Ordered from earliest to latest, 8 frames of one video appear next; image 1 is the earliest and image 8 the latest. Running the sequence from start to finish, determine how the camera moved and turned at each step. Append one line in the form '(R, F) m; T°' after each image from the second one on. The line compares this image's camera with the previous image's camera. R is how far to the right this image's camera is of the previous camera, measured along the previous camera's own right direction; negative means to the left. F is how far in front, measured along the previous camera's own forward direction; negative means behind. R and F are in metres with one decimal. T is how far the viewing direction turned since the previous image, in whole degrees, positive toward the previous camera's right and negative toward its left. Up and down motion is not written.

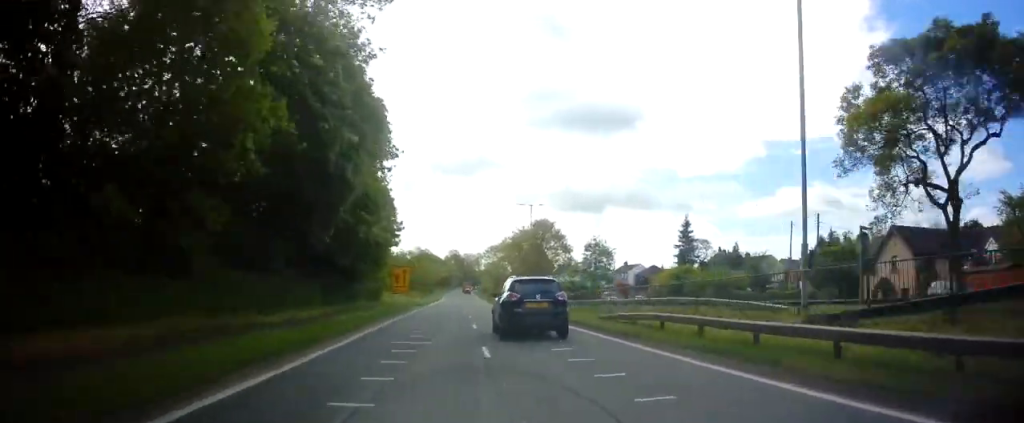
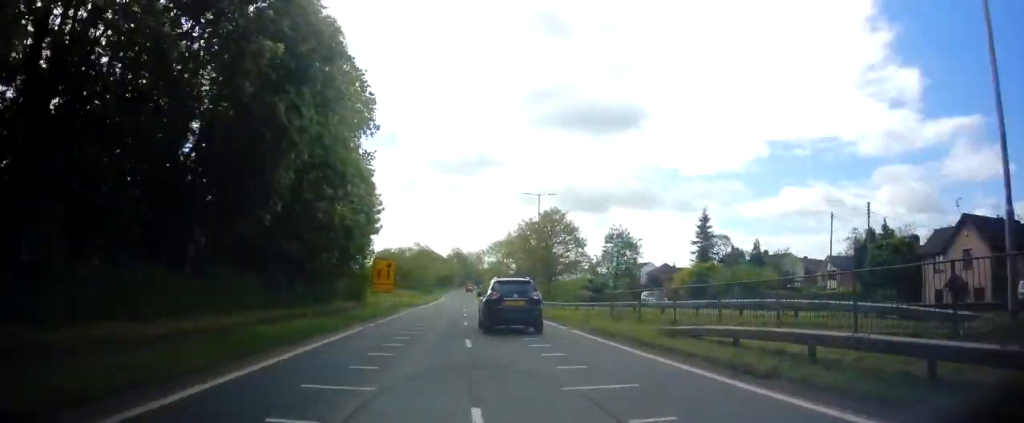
(+0.3, +6.9) m; +1°
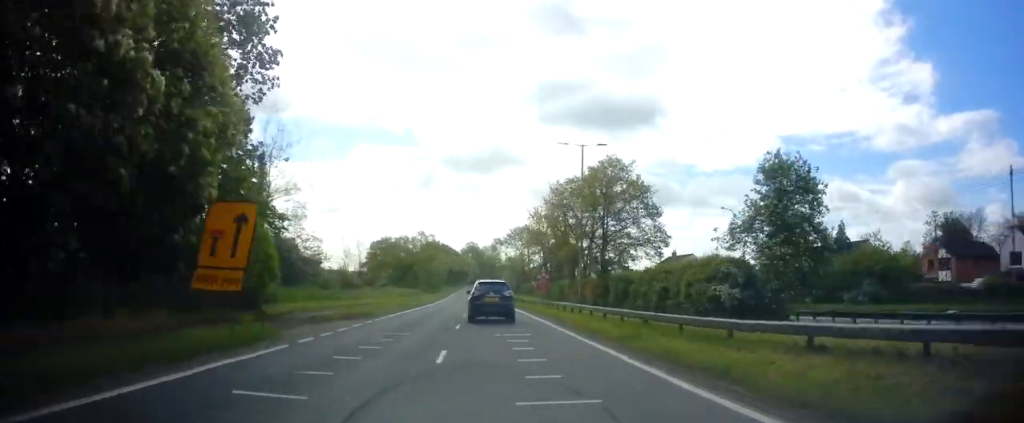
(-0.2, +20.4) m; -1°
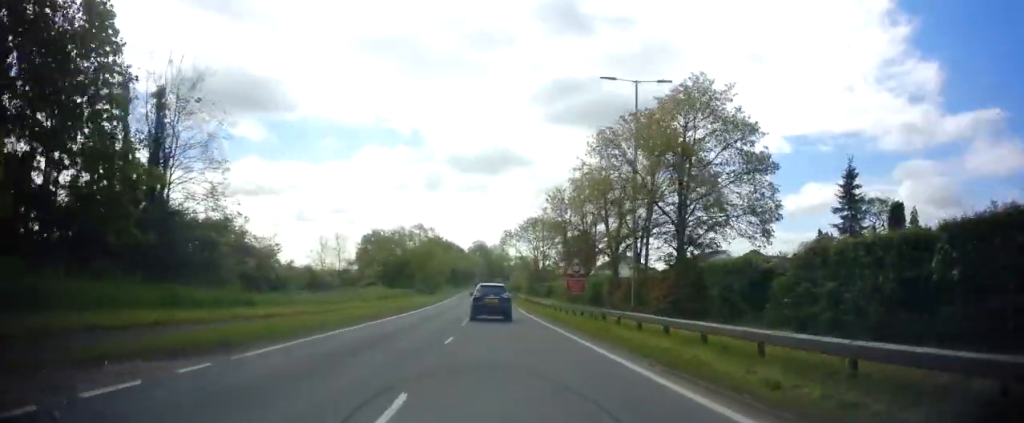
(+0.1, +13.8) m; -2°
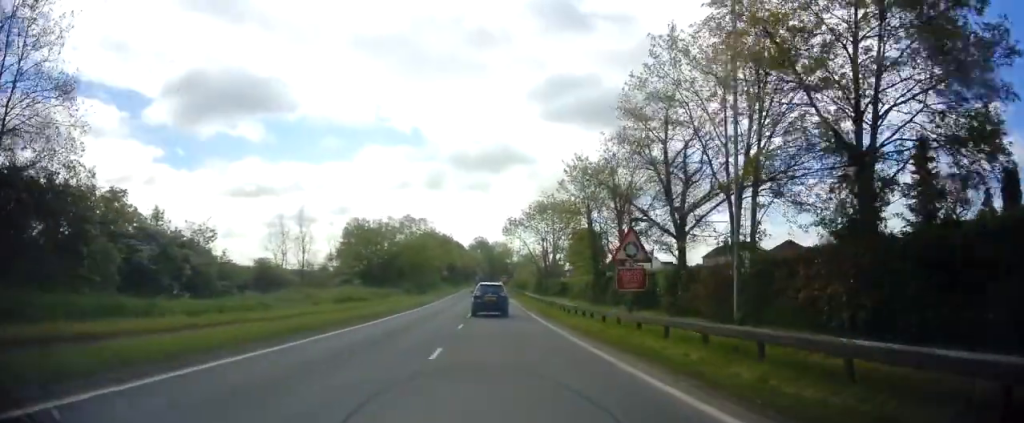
(-0.4, +12.0) m; -2°
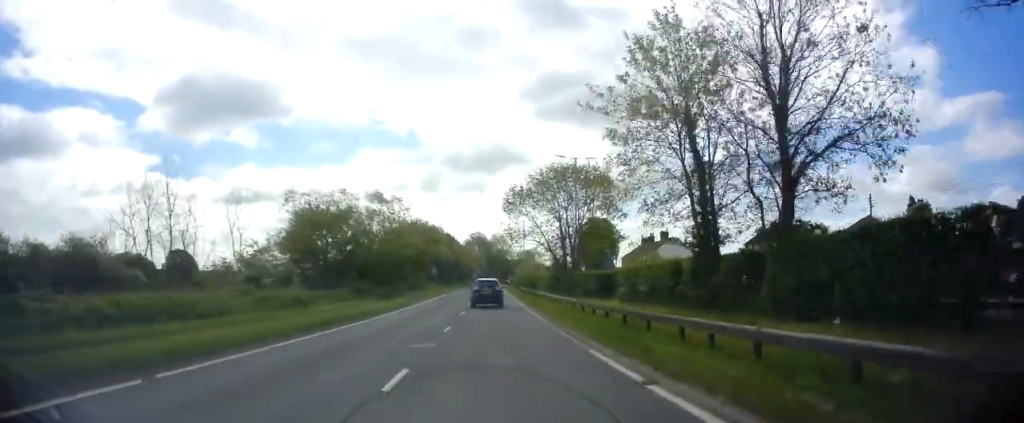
(+0.1, +20.9) m; +1°
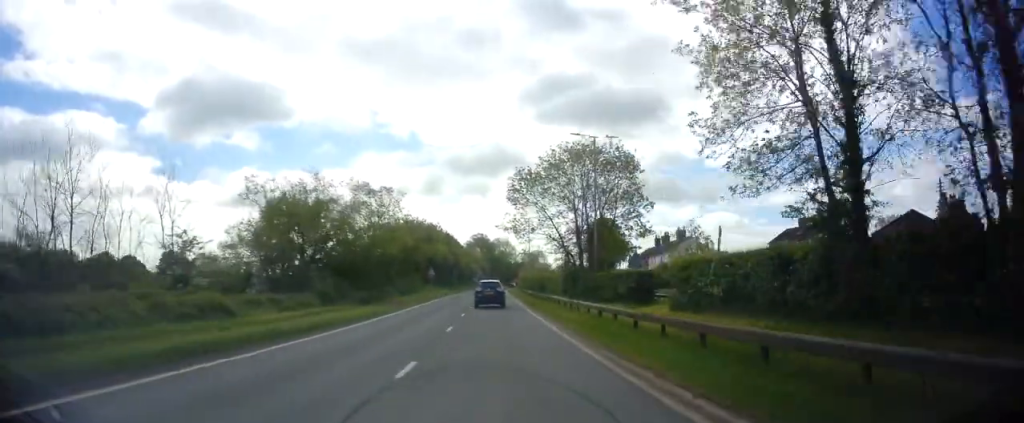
(+0.2, +8.4) m; 0°
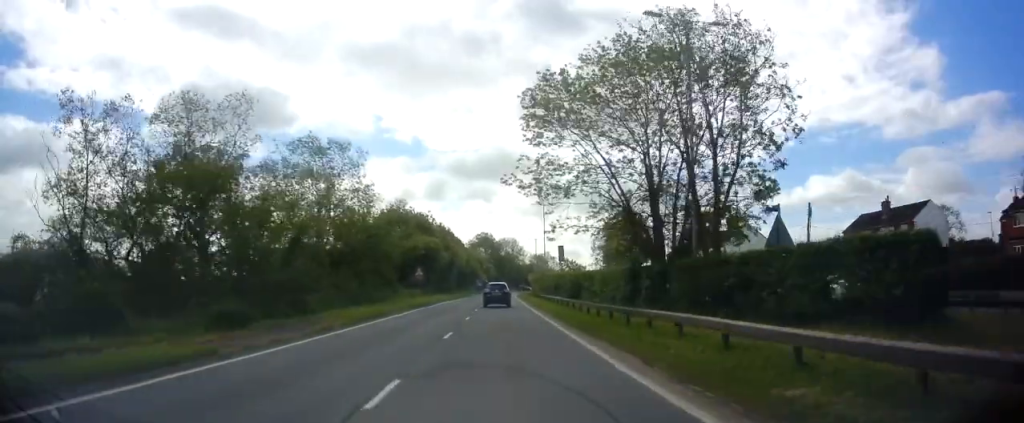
(-0.4, +20.0) m; 0°
